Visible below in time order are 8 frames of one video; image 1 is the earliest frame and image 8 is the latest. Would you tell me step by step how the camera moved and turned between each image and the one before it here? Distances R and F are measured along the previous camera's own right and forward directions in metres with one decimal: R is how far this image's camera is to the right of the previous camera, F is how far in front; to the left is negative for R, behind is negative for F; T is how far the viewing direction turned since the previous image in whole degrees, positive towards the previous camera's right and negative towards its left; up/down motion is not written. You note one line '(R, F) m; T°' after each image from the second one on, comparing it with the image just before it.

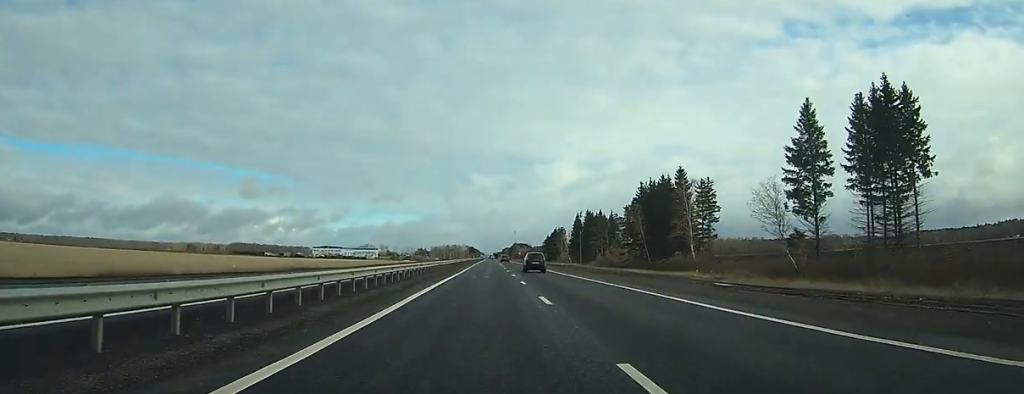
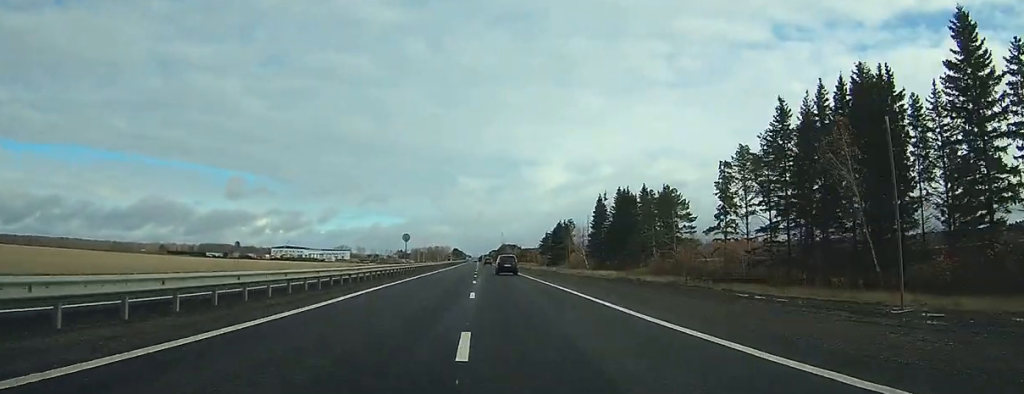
(+0.6, +66.6) m; 0°
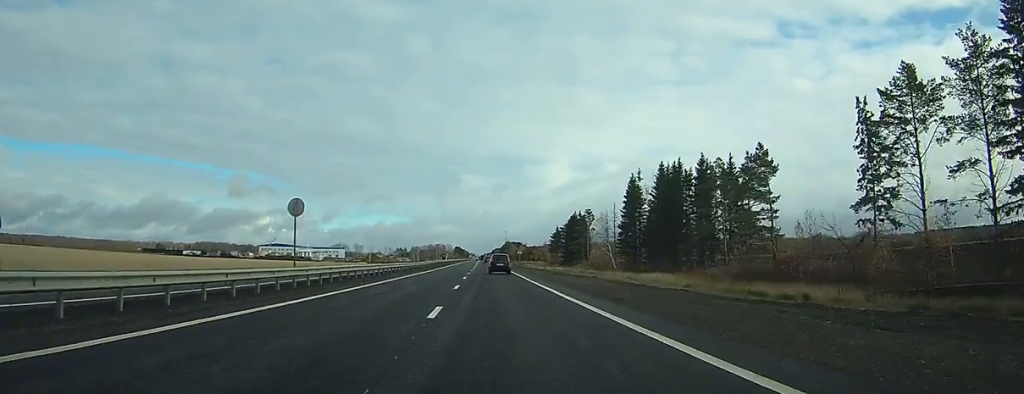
(-0.2, +29.6) m; -1°
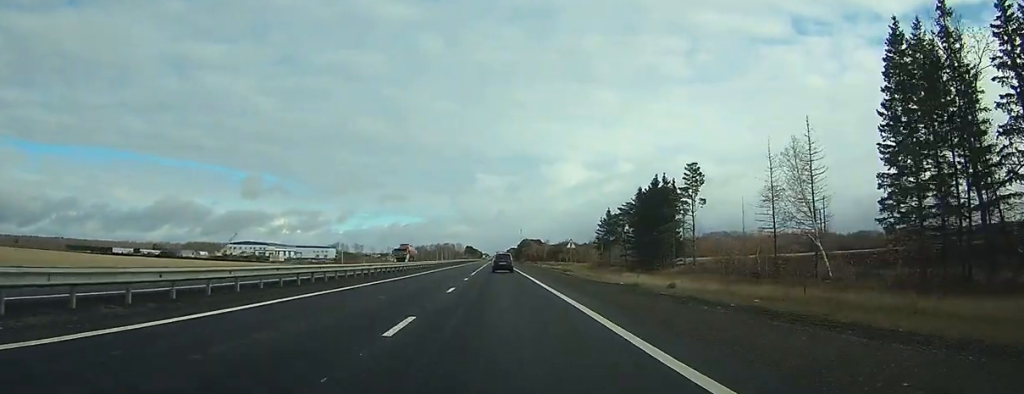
(-0.4, +77.1) m; 0°
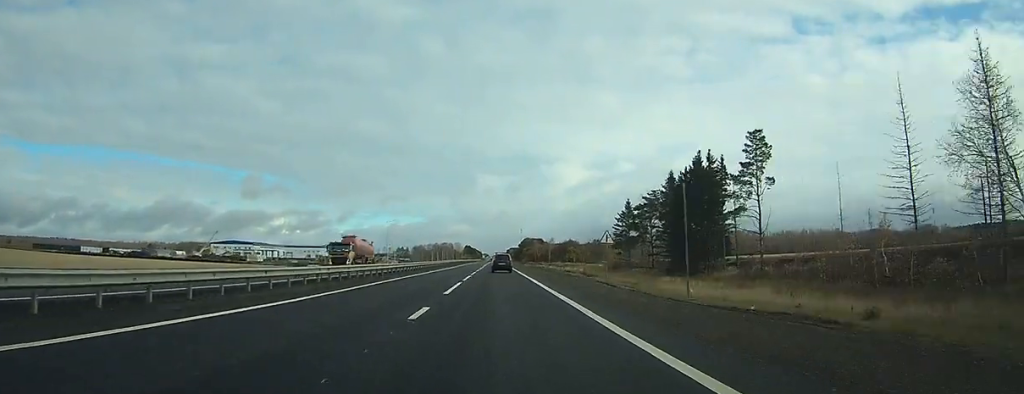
(+0.2, +22.0) m; 0°
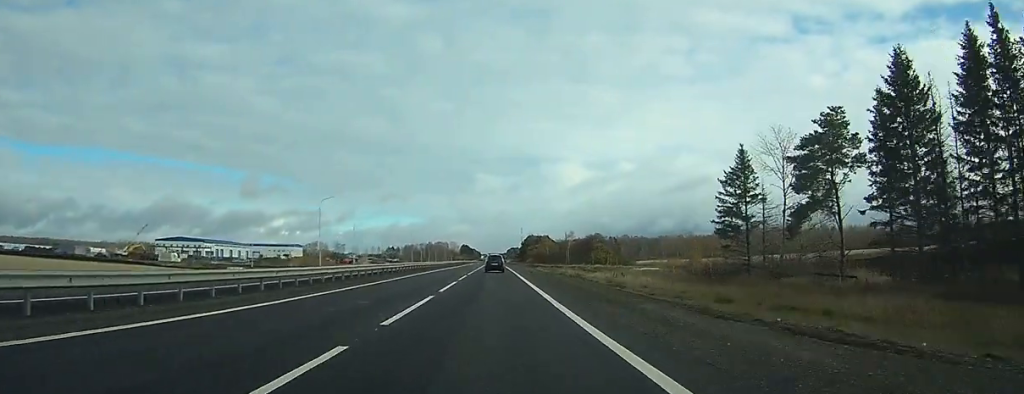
(-0.3, +58.3) m; 0°
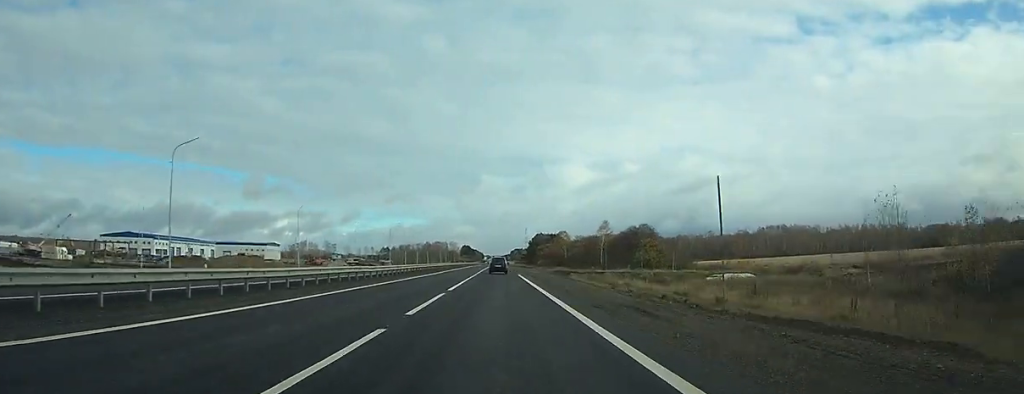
(+0.1, +44.1) m; 0°
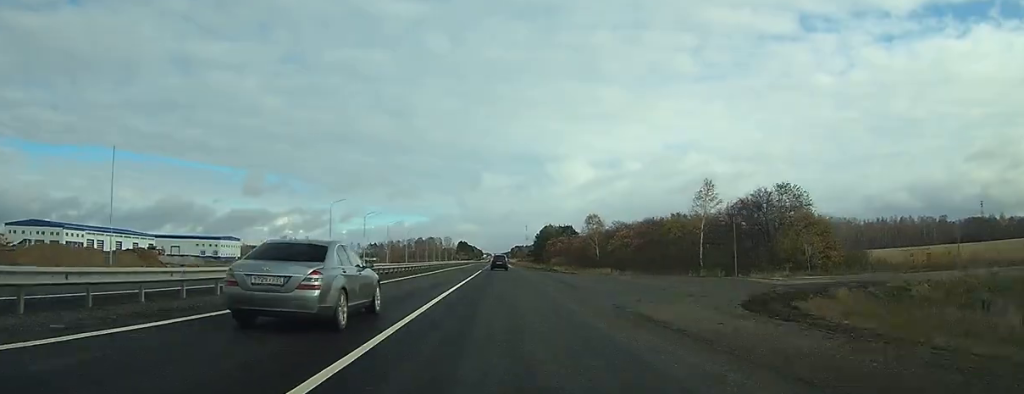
(0.0, +52.0) m; 0°
